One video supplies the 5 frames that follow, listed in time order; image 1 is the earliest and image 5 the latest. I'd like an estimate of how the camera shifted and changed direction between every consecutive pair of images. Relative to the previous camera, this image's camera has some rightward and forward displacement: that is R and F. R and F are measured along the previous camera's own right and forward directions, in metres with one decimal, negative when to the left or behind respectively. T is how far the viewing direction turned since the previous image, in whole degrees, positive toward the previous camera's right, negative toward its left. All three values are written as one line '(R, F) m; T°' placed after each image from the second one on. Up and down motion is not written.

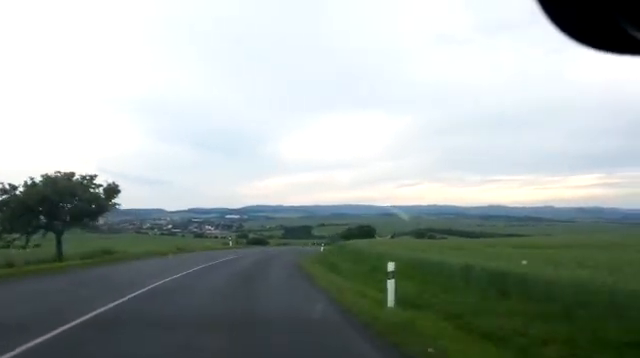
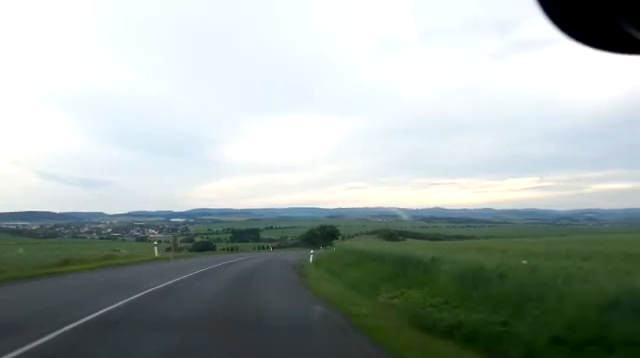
(+1.2, +19.1) m; +8°
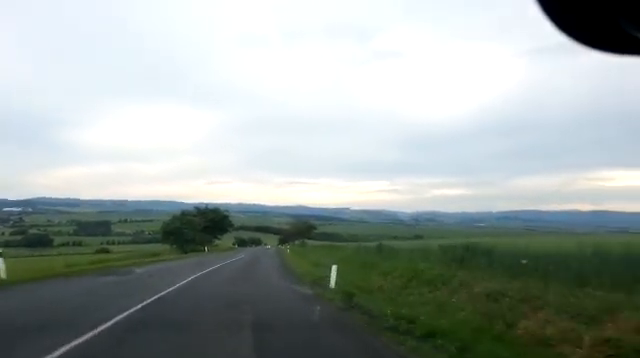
(+7.5, +52.9) m; +12°
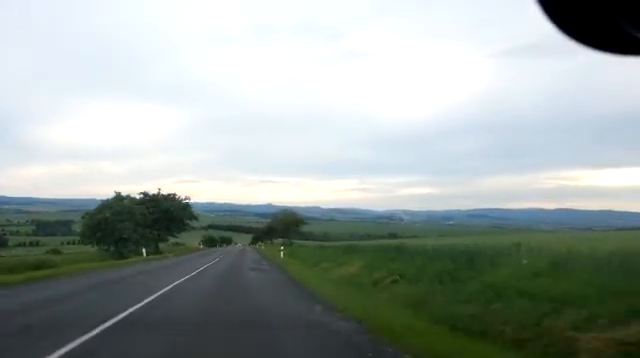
(+0.6, +20.4) m; +2°
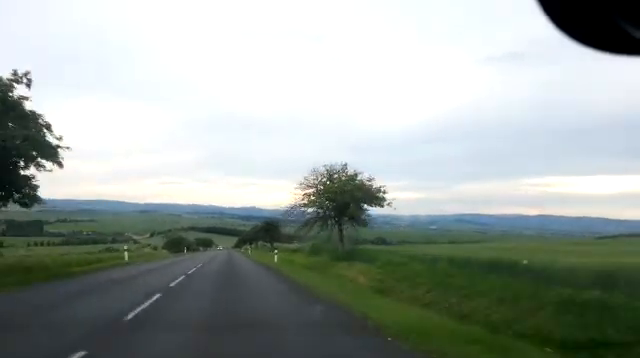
(+1.4, +41.3) m; +2°
